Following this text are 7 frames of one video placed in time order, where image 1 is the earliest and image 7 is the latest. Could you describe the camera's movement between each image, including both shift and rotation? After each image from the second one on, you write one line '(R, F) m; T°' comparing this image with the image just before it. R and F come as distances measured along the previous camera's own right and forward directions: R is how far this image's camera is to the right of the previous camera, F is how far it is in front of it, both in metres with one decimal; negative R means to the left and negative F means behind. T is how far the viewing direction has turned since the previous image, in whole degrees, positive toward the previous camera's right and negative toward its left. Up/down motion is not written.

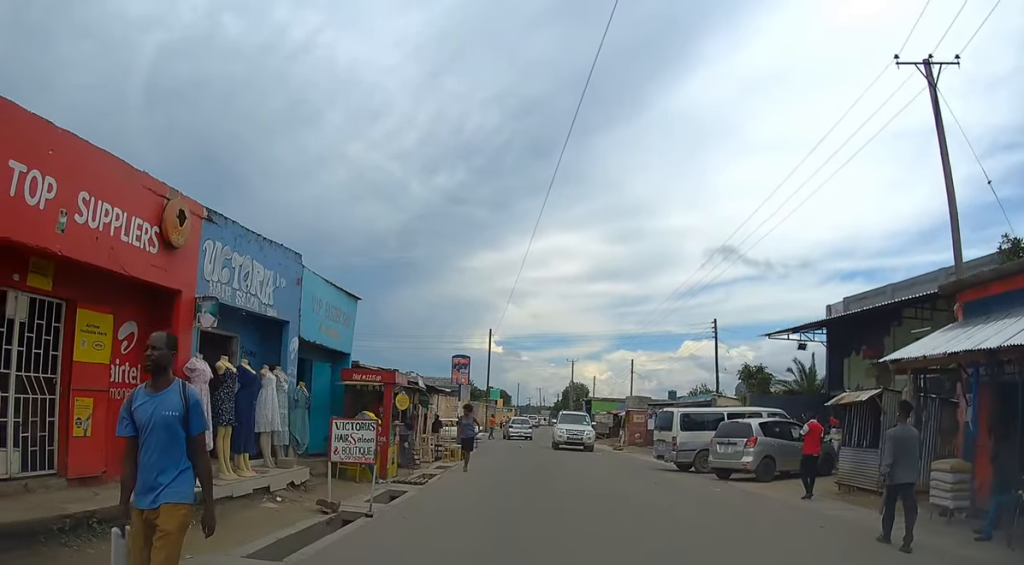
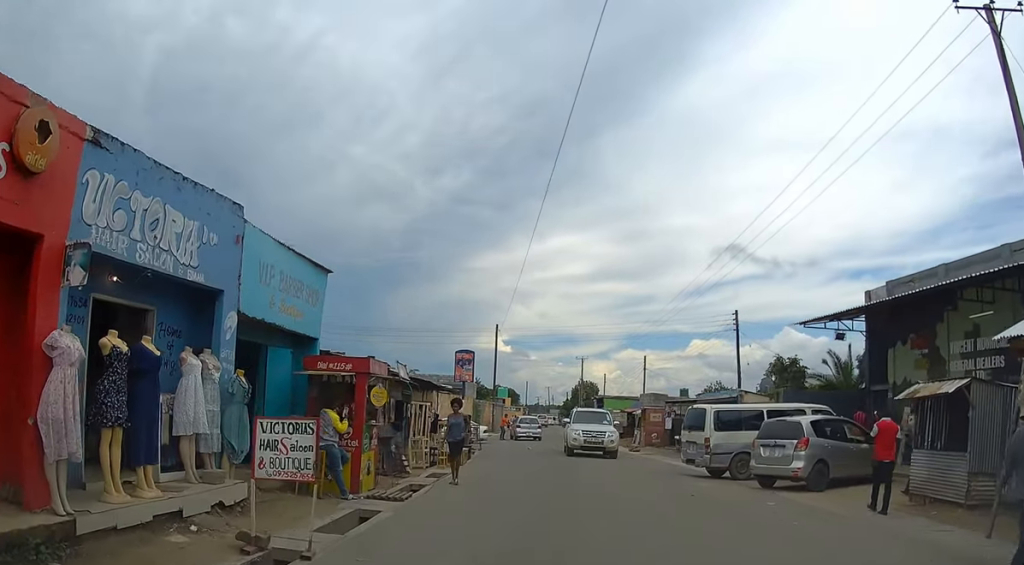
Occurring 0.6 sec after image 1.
(0.0, +2.9) m; 0°
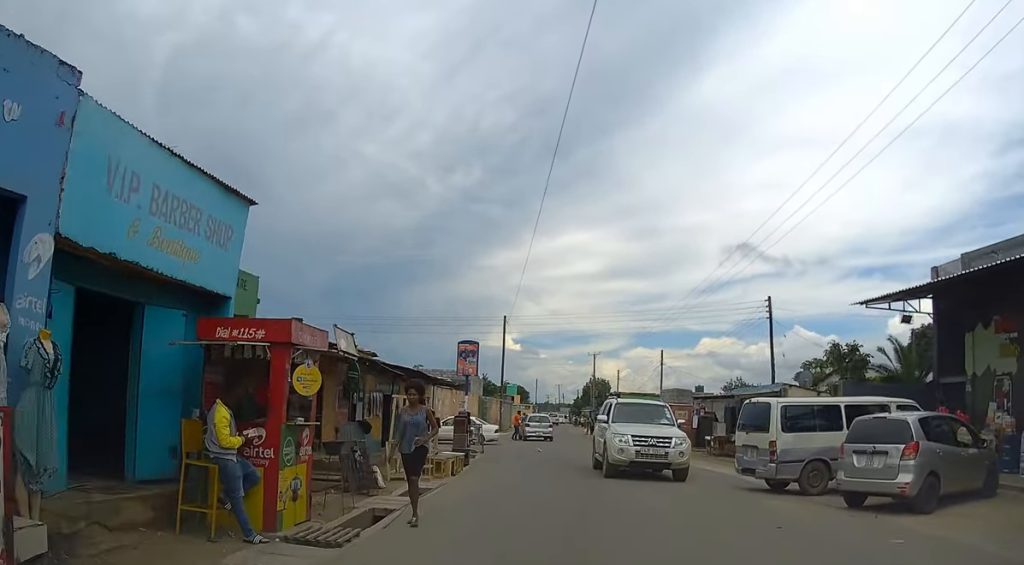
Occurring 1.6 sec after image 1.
(0.0, +4.4) m; 0°
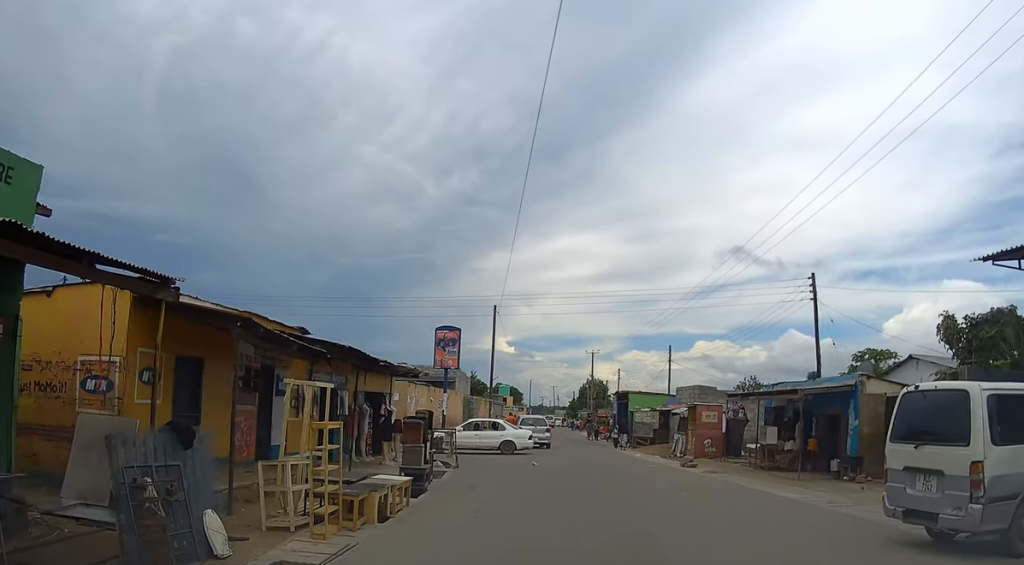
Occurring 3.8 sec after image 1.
(0.0, +7.5) m; 0°
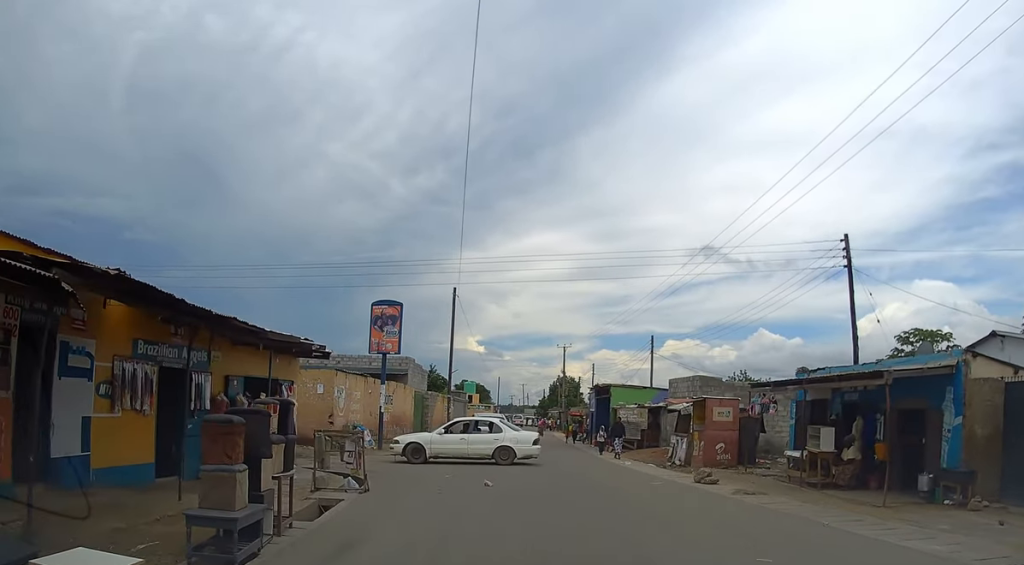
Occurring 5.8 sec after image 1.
(+0.1, +6.7) m; +1°
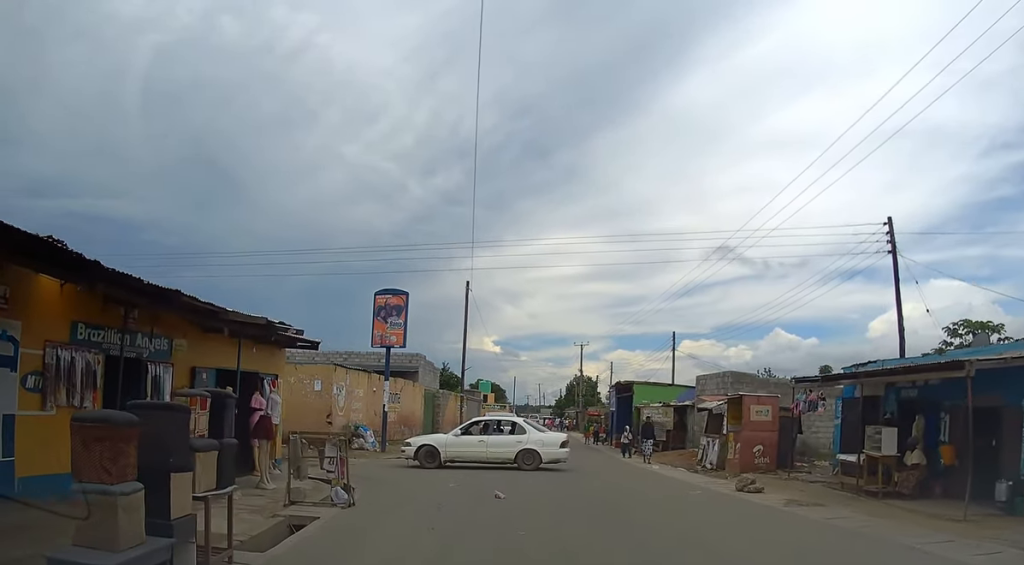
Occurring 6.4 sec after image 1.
(+0.1, +2.1) m; -1°
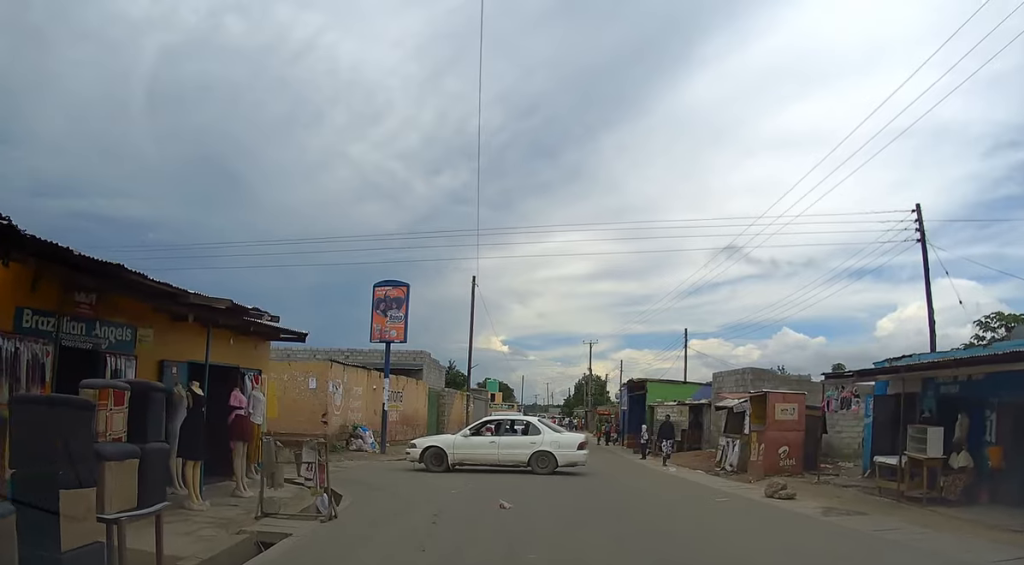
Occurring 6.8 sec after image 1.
(-0.1, +1.4) m; -1°
